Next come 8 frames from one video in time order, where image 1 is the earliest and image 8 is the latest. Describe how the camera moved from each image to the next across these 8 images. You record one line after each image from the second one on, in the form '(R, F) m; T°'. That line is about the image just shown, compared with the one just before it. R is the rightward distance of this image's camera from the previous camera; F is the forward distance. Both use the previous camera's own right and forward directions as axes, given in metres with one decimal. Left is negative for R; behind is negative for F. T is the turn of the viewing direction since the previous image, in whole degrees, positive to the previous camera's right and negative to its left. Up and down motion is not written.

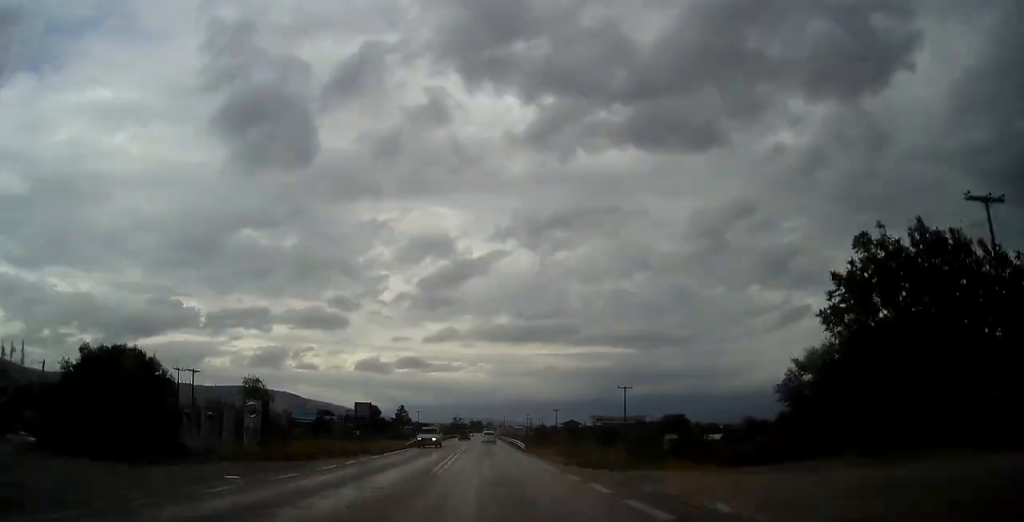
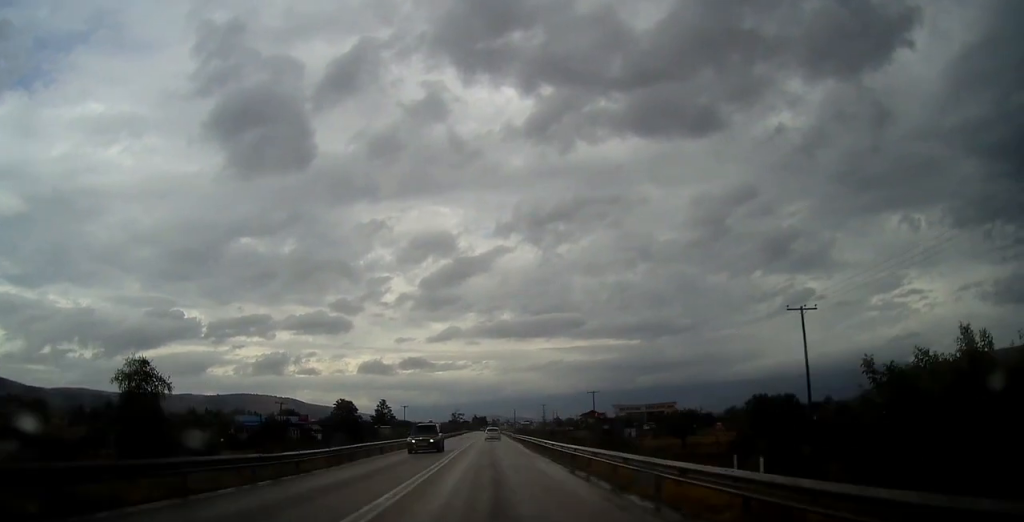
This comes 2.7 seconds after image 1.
(-0.3, +59.1) m; 0°
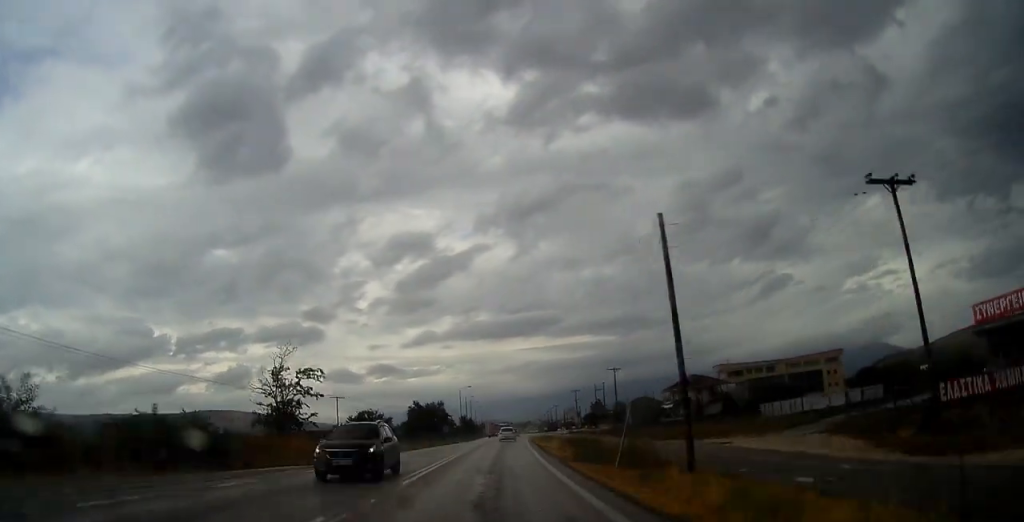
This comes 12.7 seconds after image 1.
(+1.5, +209.7) m; +2°
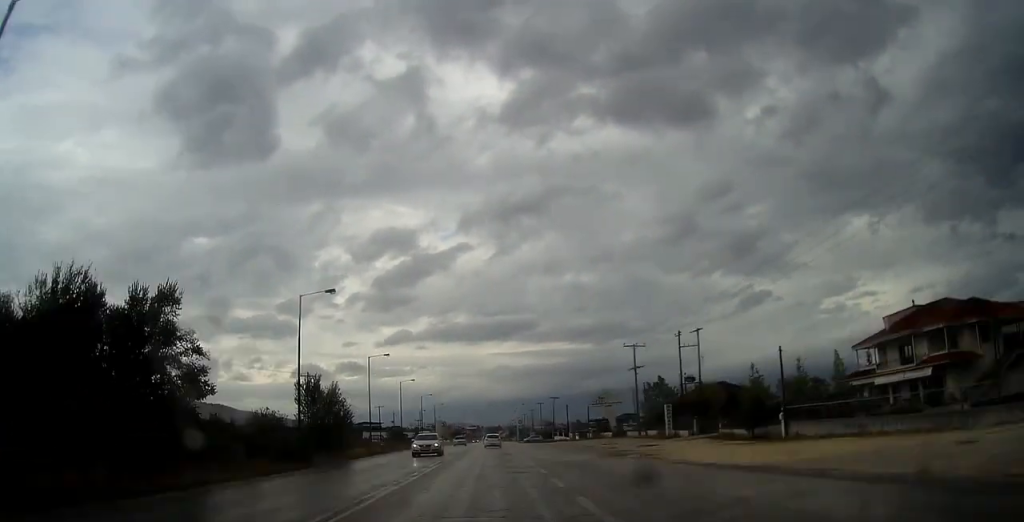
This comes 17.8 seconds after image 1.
(+3.1, +103.6) m; +2°
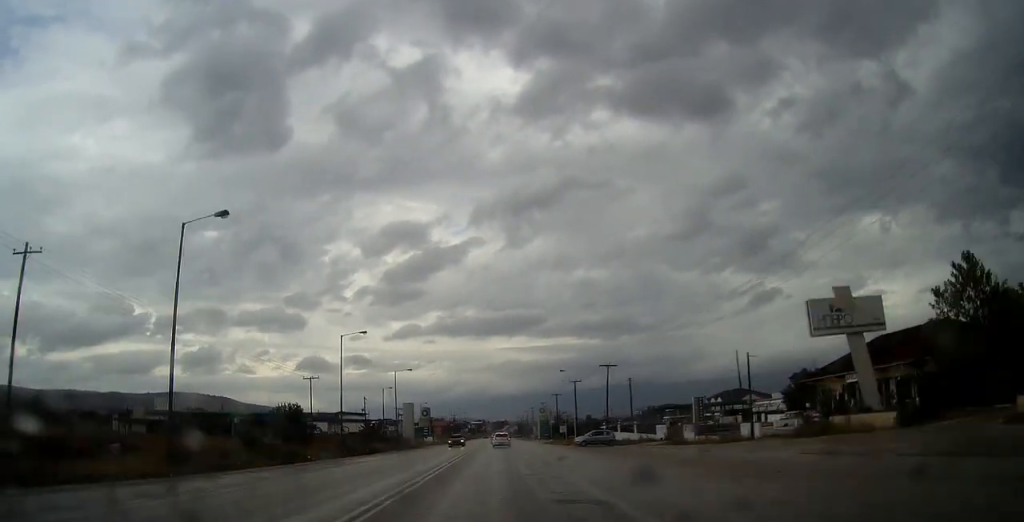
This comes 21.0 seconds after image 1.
(+0.3, +62.8) m; 0°
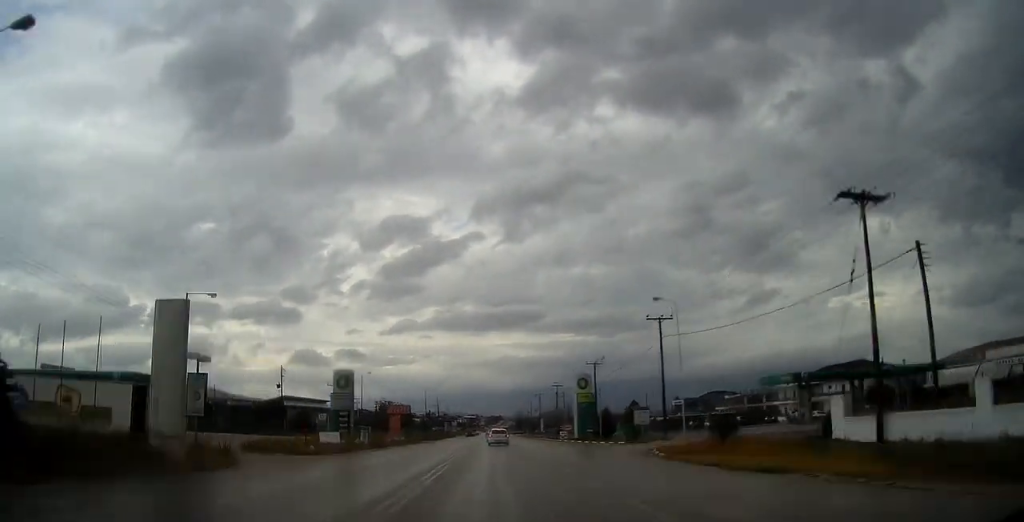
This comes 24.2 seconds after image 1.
(+0.1, +61.8) m; 0°
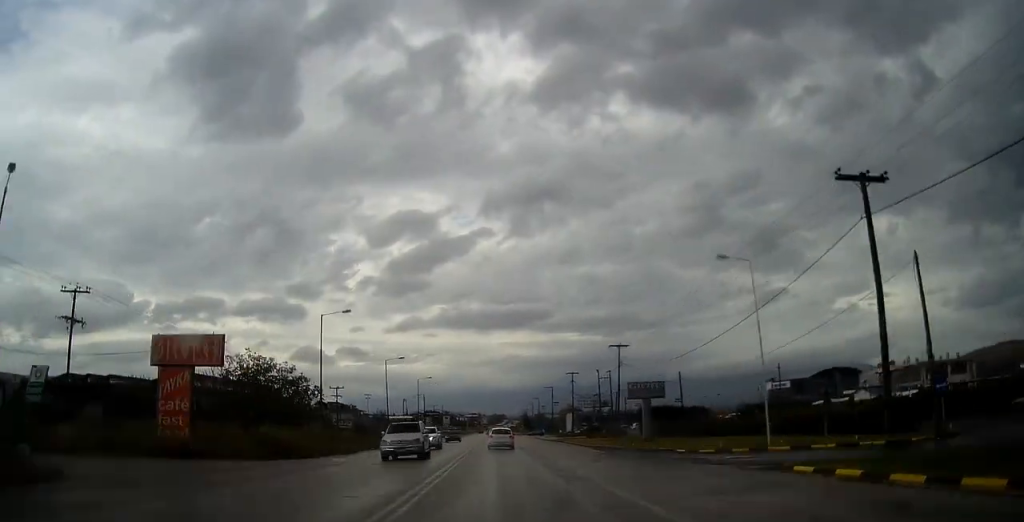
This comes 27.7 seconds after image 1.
(0.0, +67.0) m; 0°
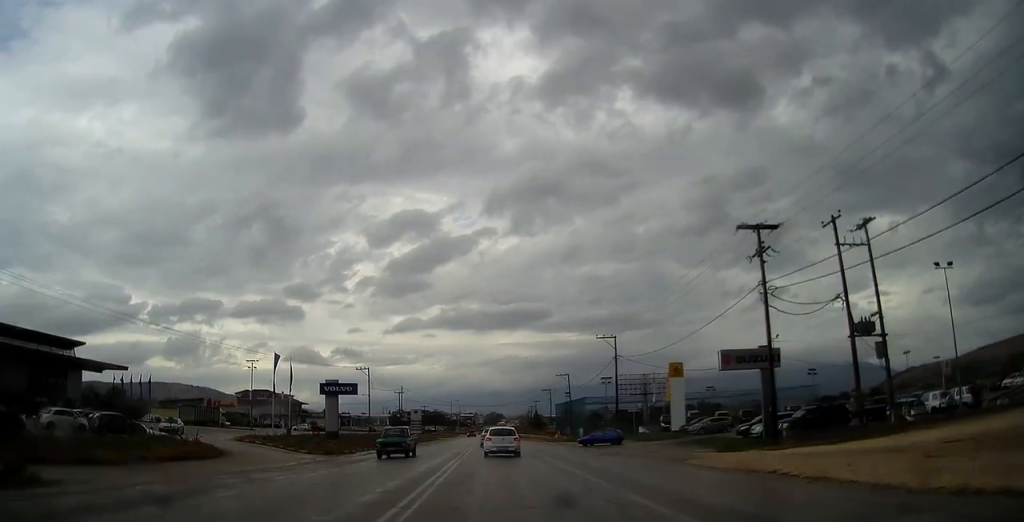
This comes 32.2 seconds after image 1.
(0.0, +82.8) m; 0°
